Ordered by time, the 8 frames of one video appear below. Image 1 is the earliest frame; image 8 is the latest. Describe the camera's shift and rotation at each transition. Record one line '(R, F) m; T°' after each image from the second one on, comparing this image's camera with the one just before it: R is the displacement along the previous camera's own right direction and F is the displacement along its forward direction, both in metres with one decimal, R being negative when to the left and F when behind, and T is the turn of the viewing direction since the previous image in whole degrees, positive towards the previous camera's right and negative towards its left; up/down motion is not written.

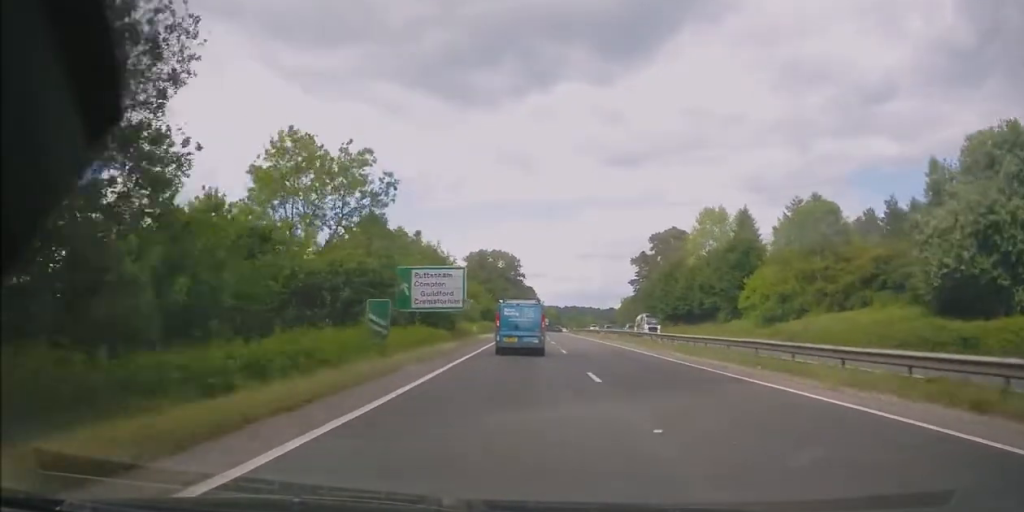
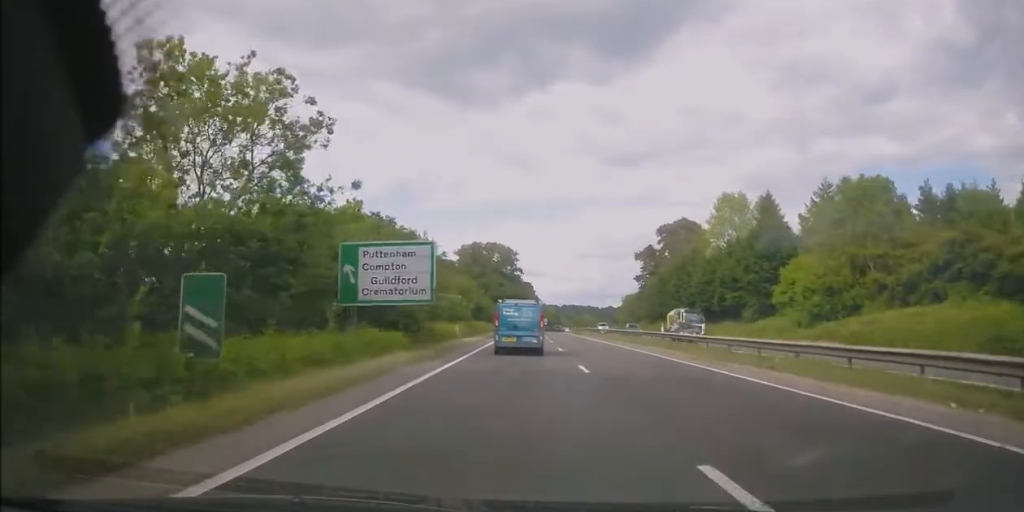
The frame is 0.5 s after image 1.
(-0.1, +10.1) m; 0°
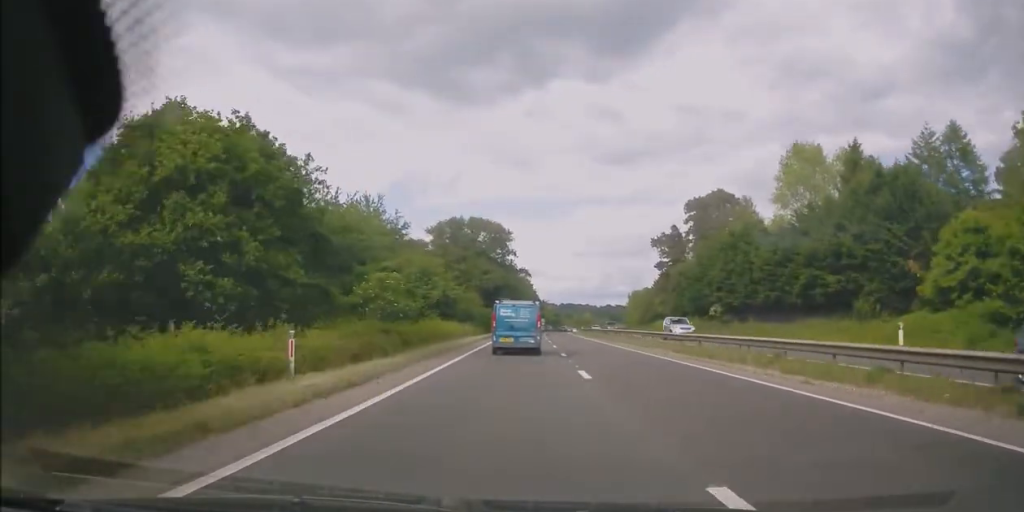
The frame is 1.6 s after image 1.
(-0.2, +25.2) m; 0°
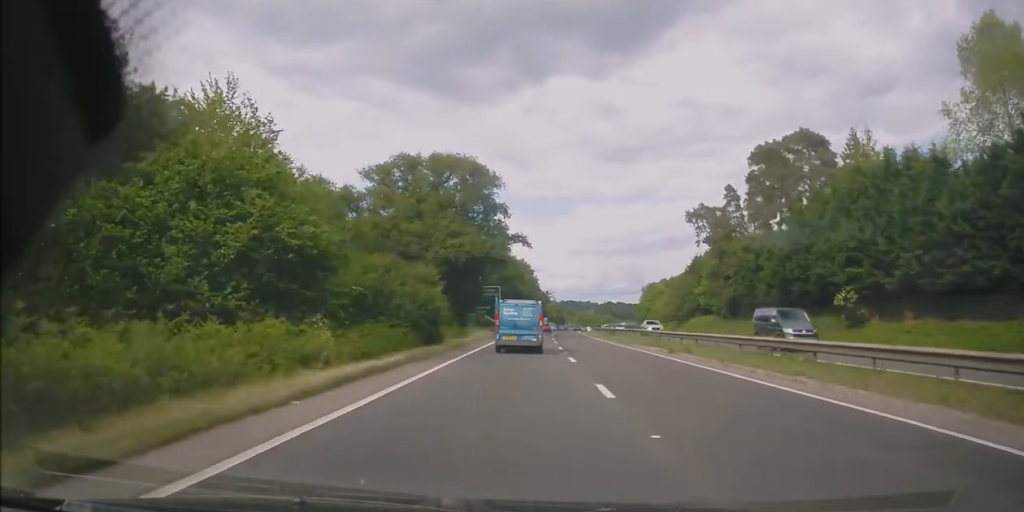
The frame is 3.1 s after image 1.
(+0.1, +31.3) m; +1°
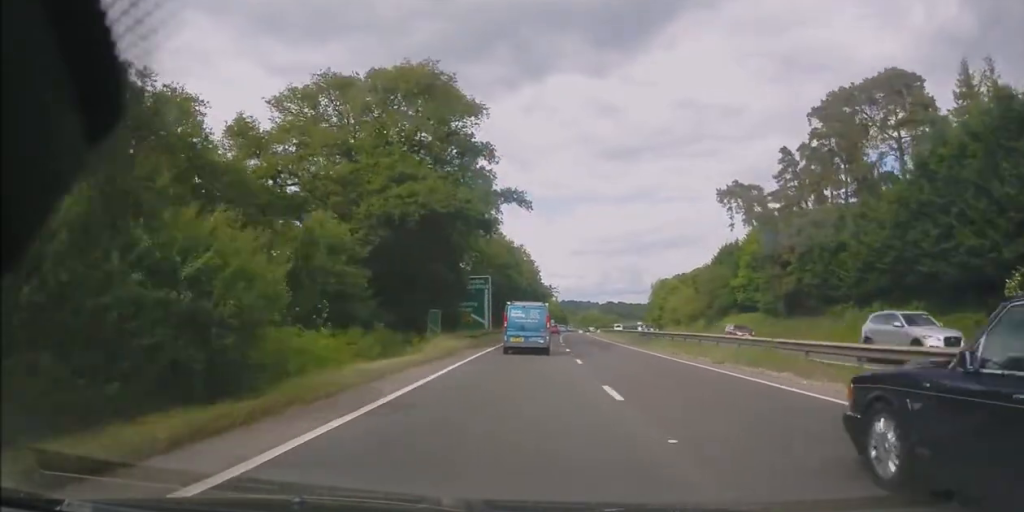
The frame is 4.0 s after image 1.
(+0.2, +18.3) m; +1°
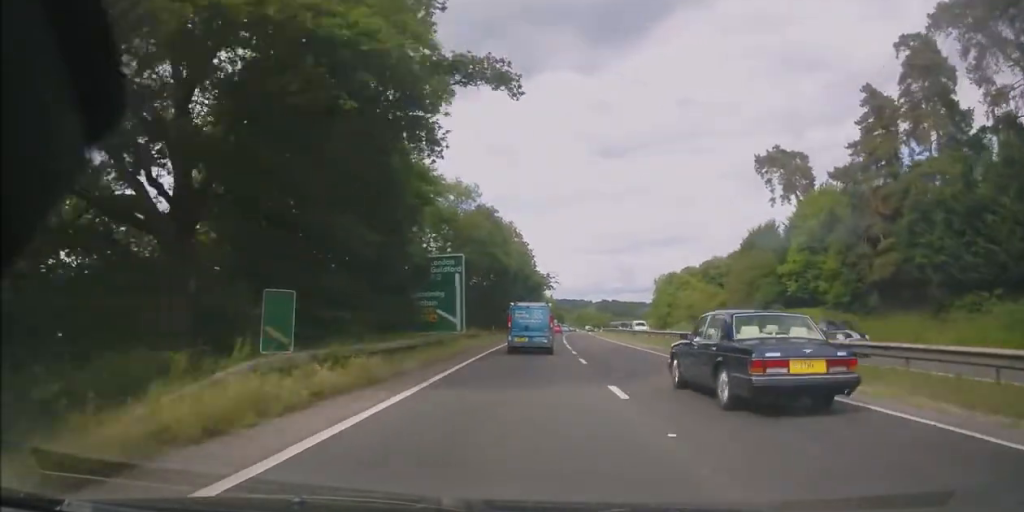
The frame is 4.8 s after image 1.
(0.0, +18.1) m; 0°
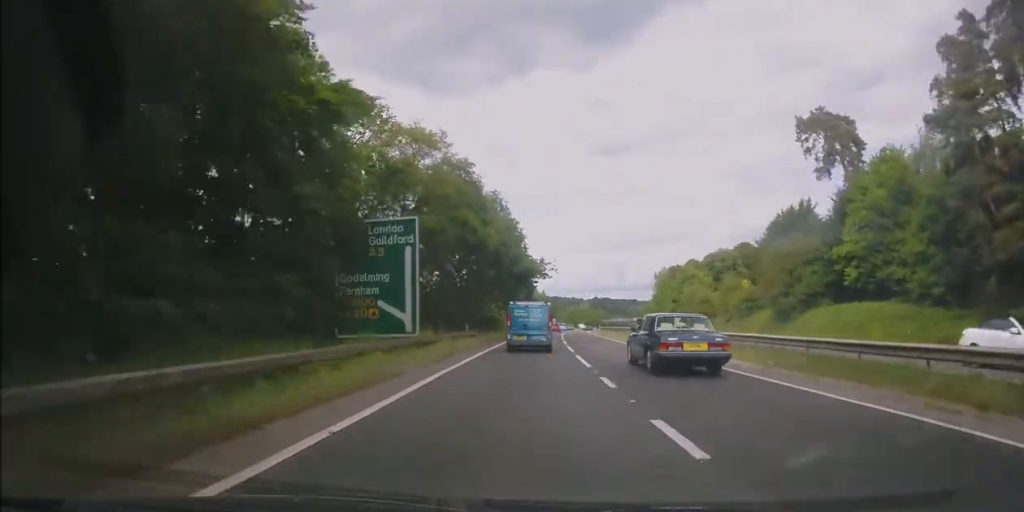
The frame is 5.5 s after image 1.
(0.0, +13.9) m; 0°
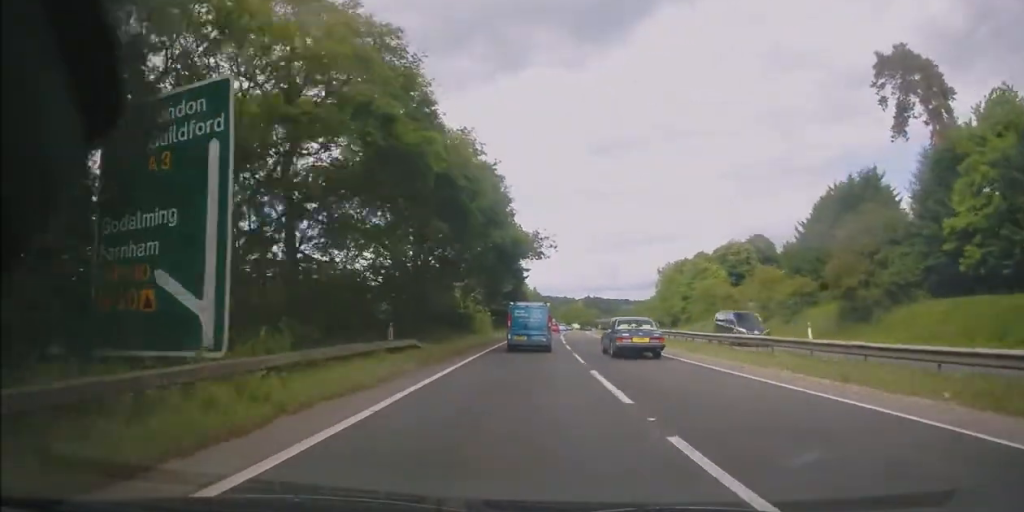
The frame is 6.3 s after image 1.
(+0.1, +16.5) m; 0°
